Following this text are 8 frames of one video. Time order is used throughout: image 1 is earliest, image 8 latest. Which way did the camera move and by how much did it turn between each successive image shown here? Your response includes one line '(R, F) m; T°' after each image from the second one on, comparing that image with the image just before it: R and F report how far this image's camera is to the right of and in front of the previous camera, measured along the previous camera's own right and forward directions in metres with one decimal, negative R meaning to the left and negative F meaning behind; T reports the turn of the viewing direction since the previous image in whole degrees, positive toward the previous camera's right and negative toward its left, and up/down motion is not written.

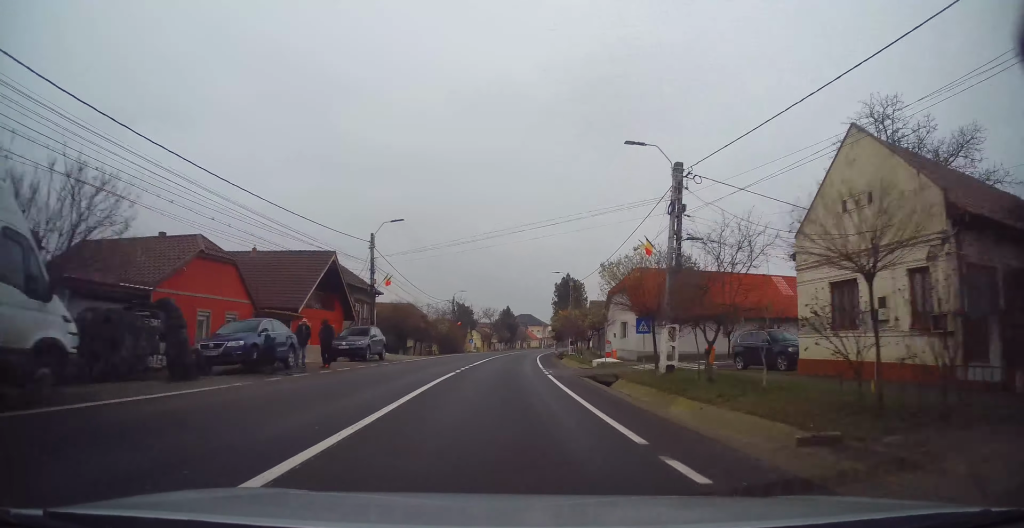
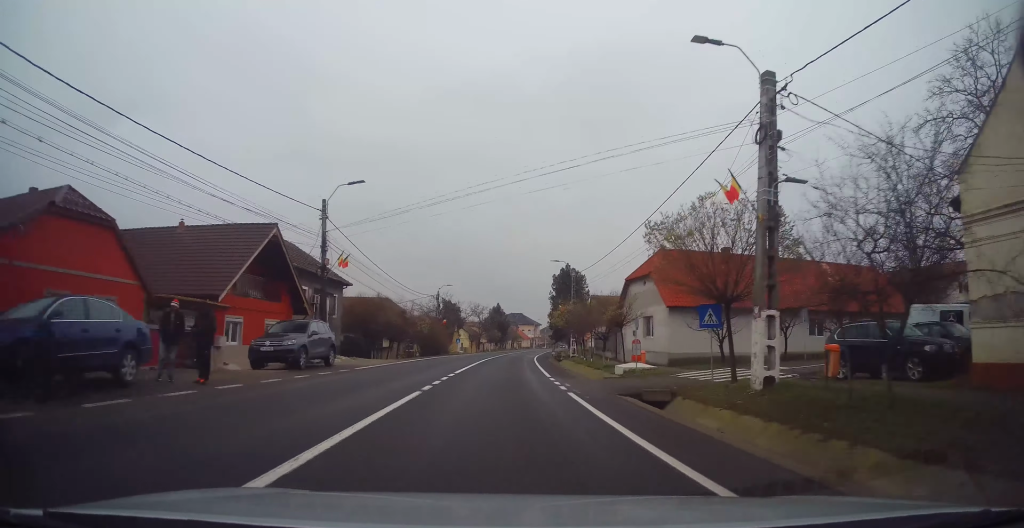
(+0.1, +8.3) m; +1°
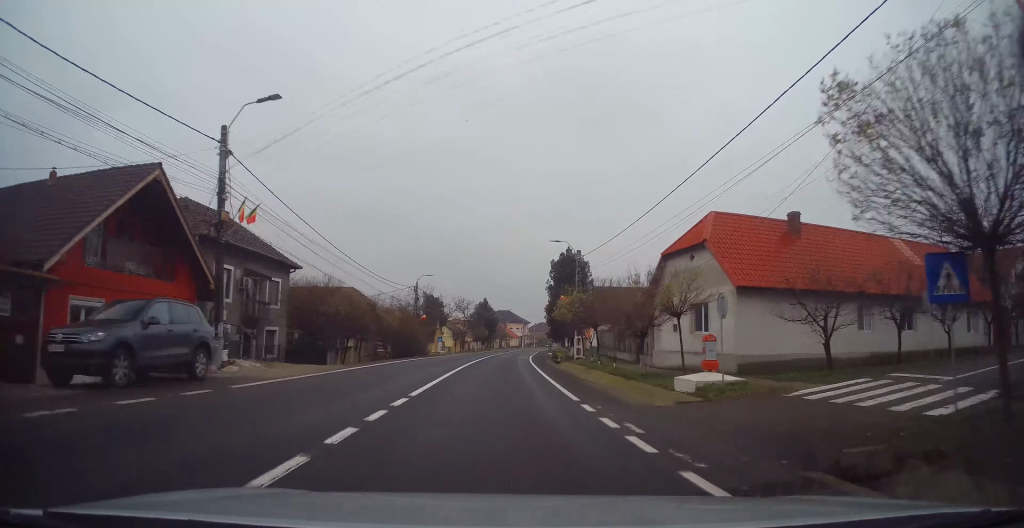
(0.0, +8.7) m; 0°
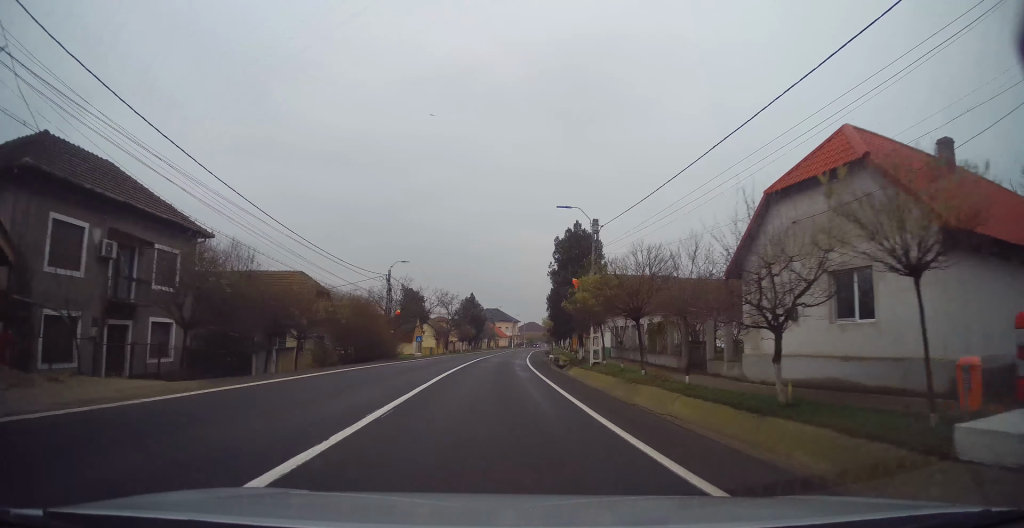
(0.0, +10.3) m; 0°
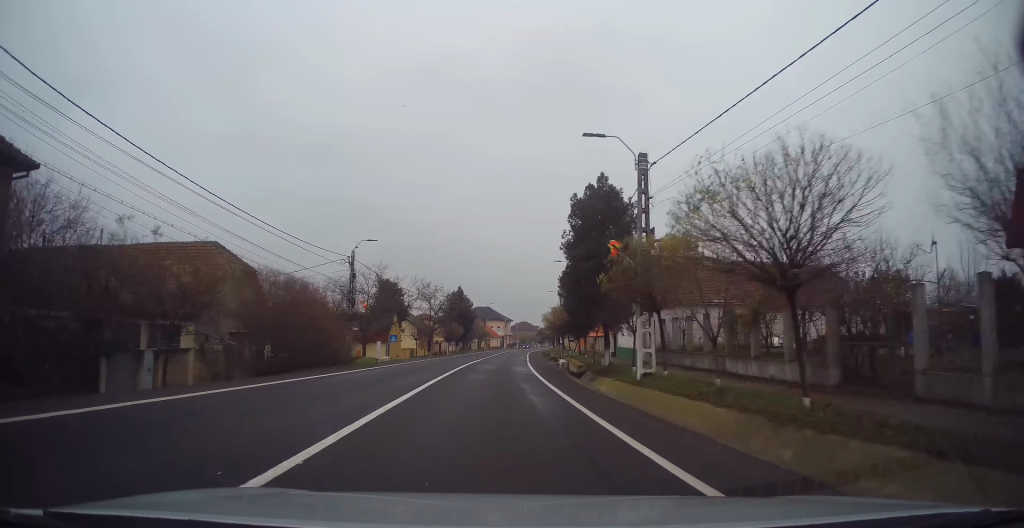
(-0.1, +11.1) m; +1°
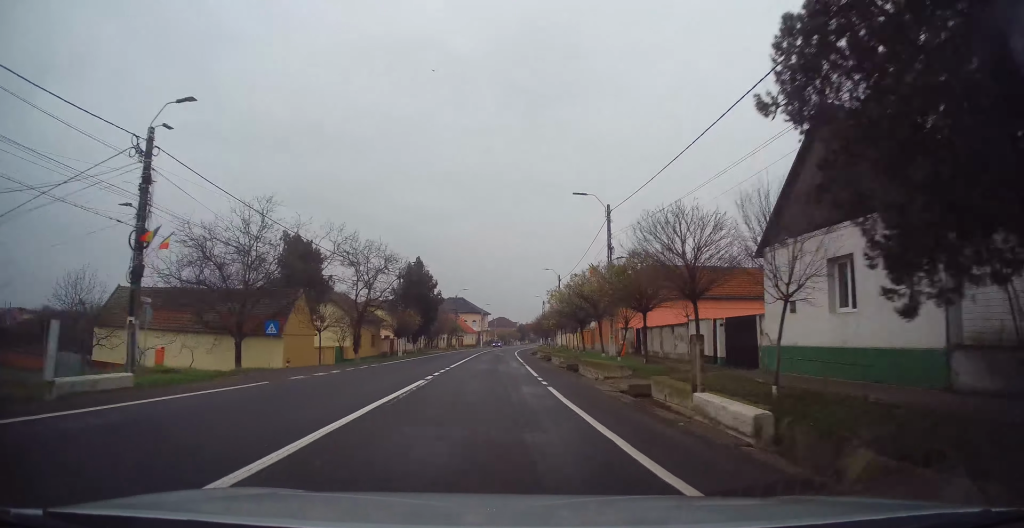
(+1.0, +23.5) m; +4°
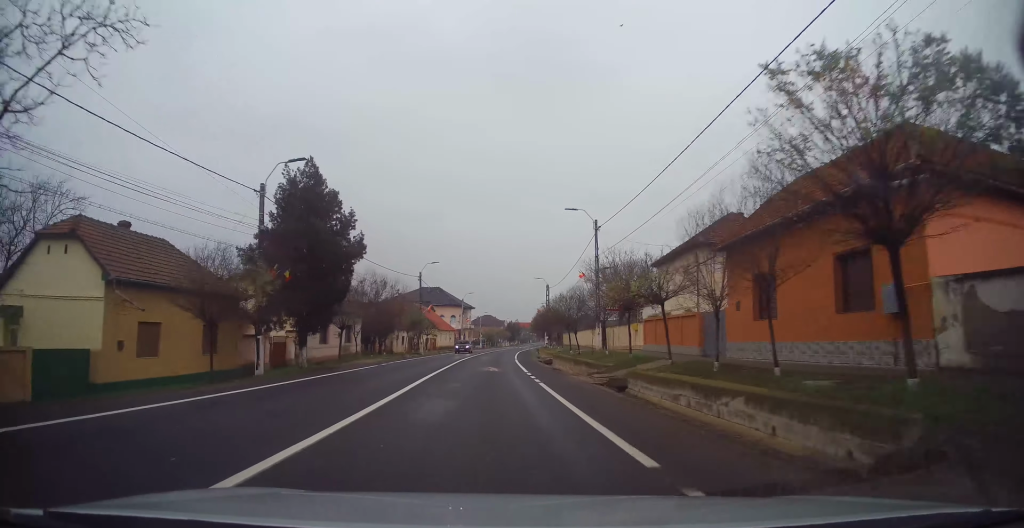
(+0.1, +28.7) m; 0°
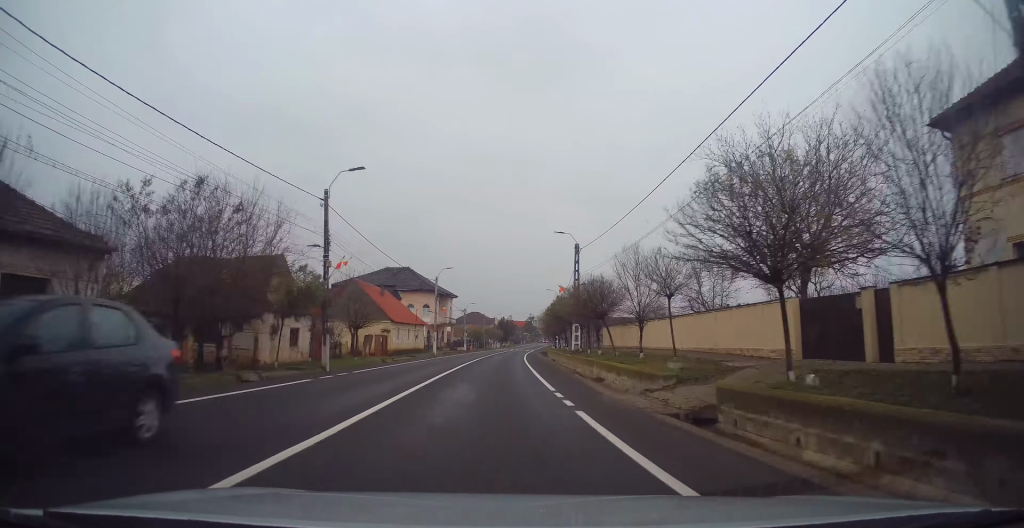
(+0.8, +30.5) m; +3°
